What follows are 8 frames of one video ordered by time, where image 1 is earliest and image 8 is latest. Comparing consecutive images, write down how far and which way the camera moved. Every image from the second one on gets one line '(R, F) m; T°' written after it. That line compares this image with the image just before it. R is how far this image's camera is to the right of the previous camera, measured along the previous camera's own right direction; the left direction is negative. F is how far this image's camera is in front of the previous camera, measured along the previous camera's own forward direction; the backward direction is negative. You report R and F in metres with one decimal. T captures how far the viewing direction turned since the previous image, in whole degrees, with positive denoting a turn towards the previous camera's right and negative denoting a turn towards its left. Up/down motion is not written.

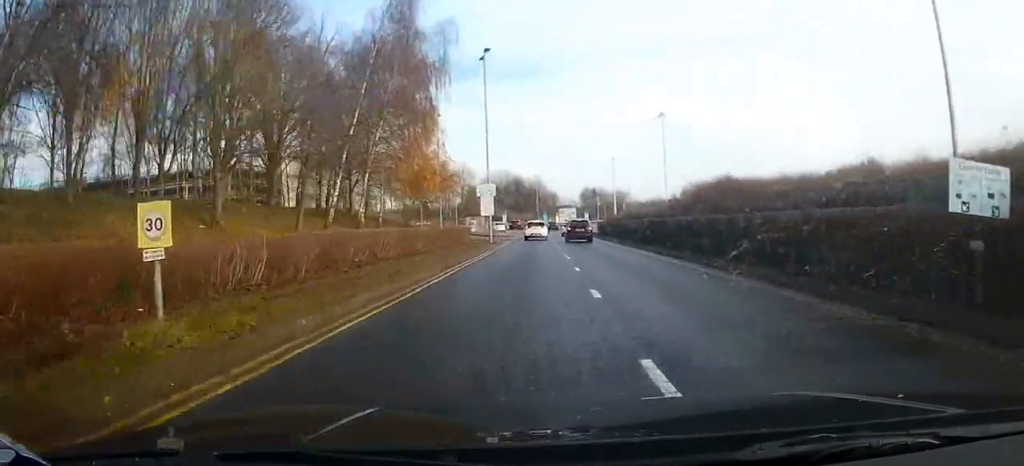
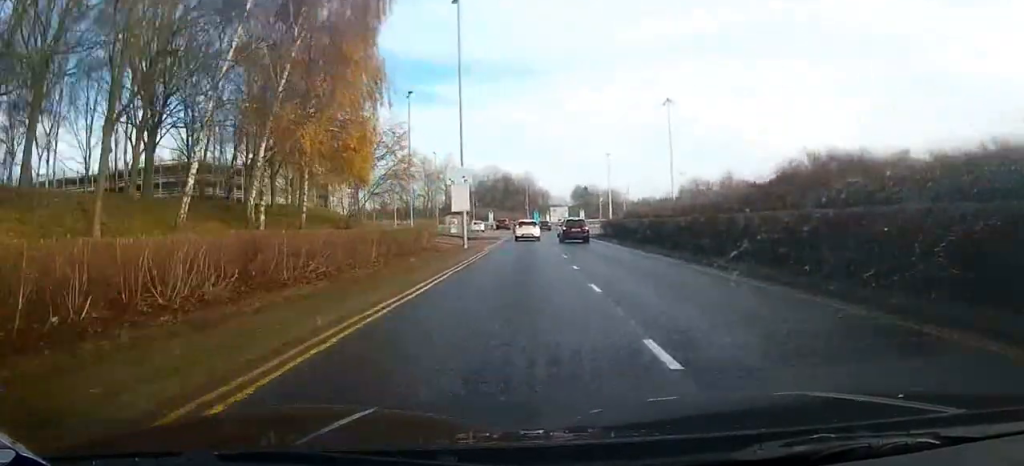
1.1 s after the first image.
(+0.2, +11.3) m; 0°
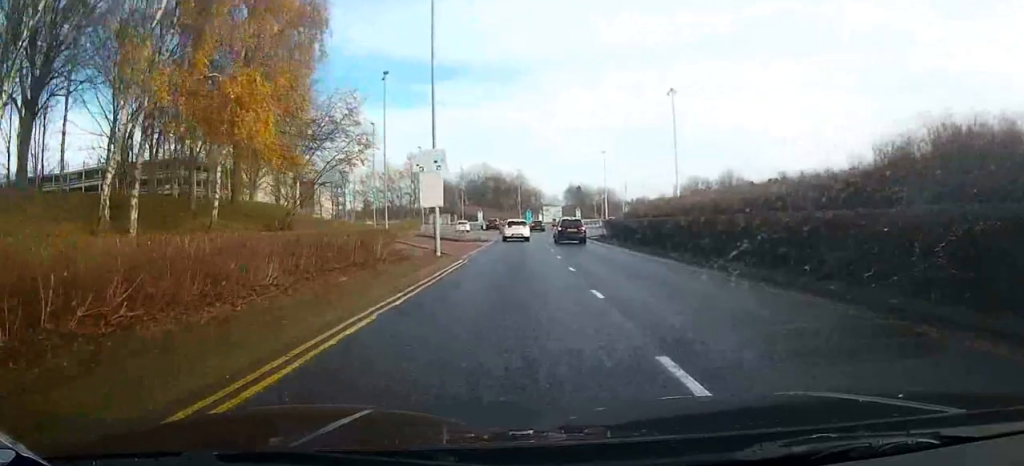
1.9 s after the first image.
(0.0, +7.0) m; -1°
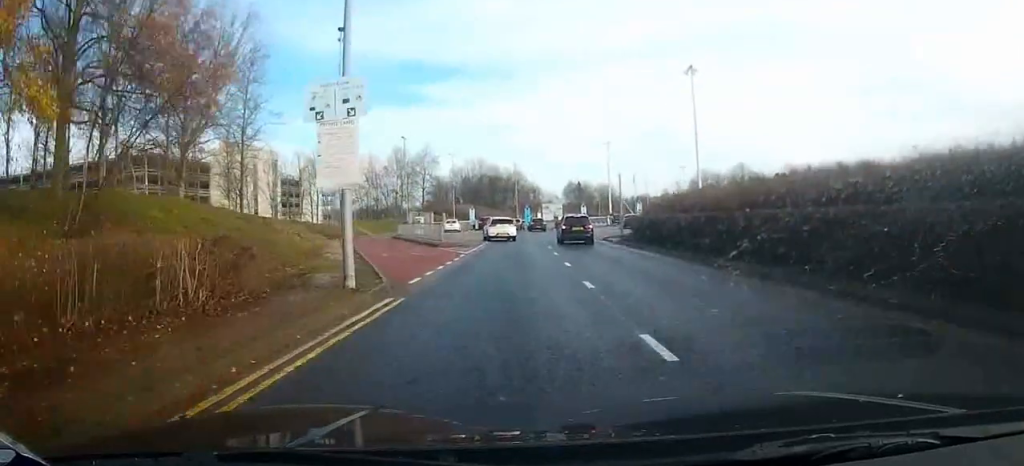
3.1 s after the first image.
(+0.1, +11.0) m; +2°
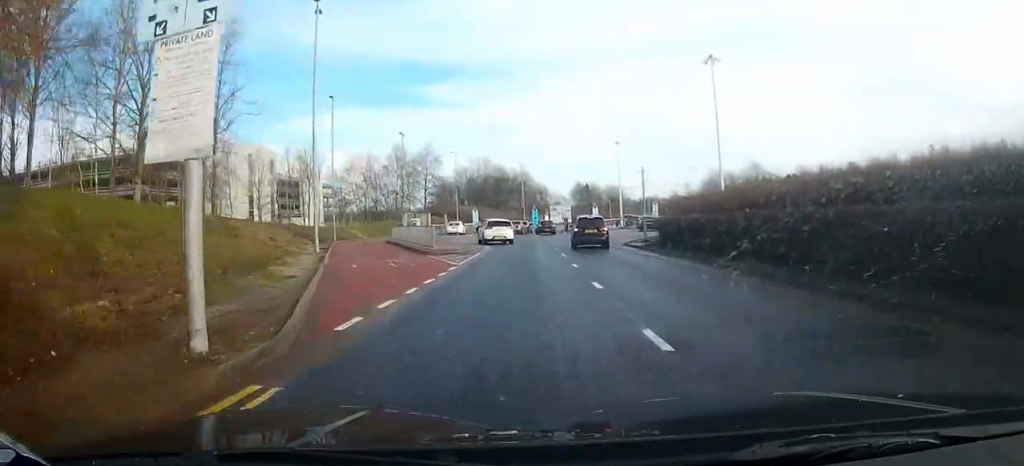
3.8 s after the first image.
(+0.3, +5.6) m; 0°
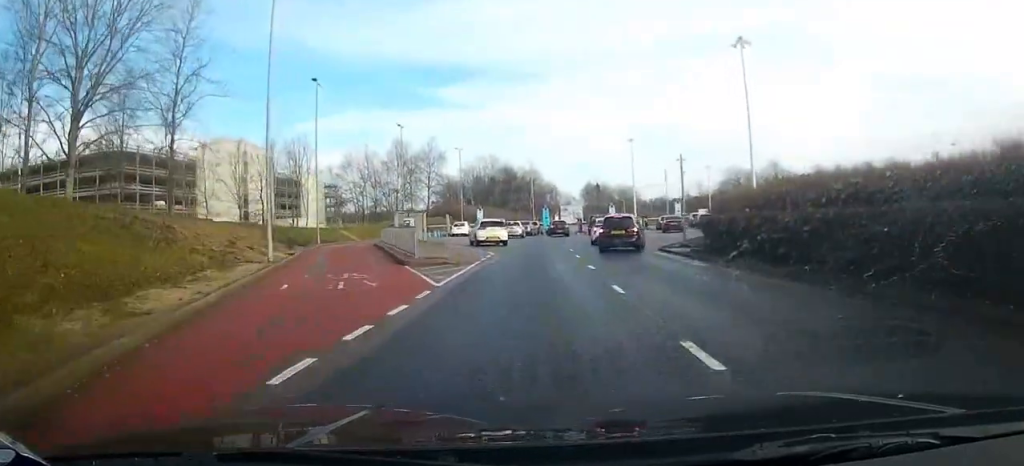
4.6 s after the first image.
(-0.3, +6.6) m; +2°
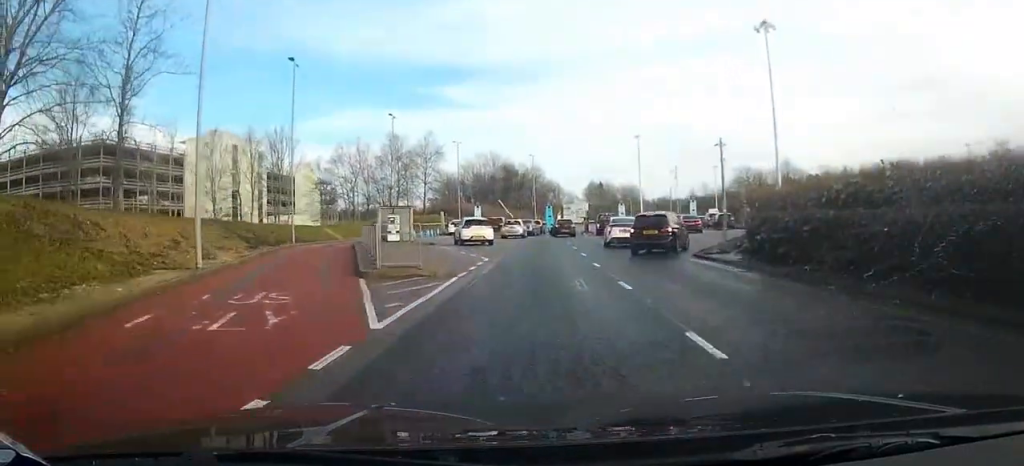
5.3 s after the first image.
(+0.3, +5.3) m; +2°
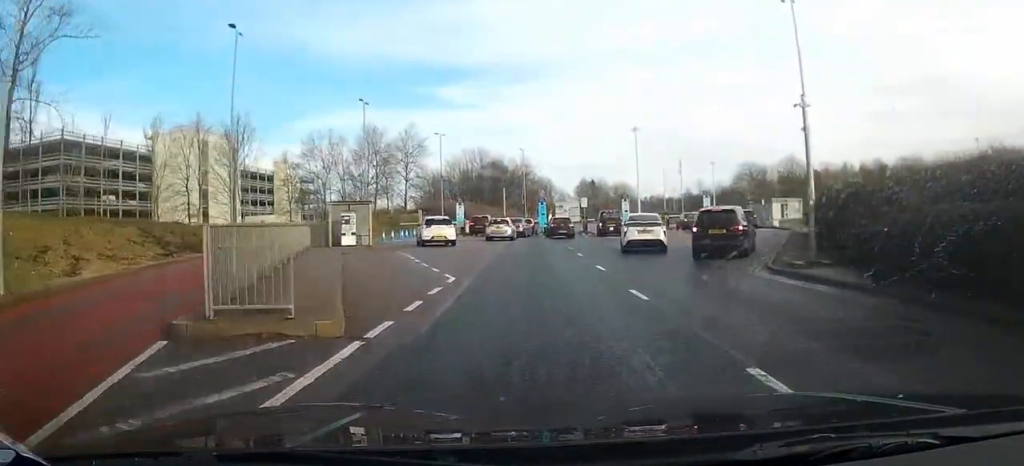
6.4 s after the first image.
(+0.2, +7.5) m; -1°
